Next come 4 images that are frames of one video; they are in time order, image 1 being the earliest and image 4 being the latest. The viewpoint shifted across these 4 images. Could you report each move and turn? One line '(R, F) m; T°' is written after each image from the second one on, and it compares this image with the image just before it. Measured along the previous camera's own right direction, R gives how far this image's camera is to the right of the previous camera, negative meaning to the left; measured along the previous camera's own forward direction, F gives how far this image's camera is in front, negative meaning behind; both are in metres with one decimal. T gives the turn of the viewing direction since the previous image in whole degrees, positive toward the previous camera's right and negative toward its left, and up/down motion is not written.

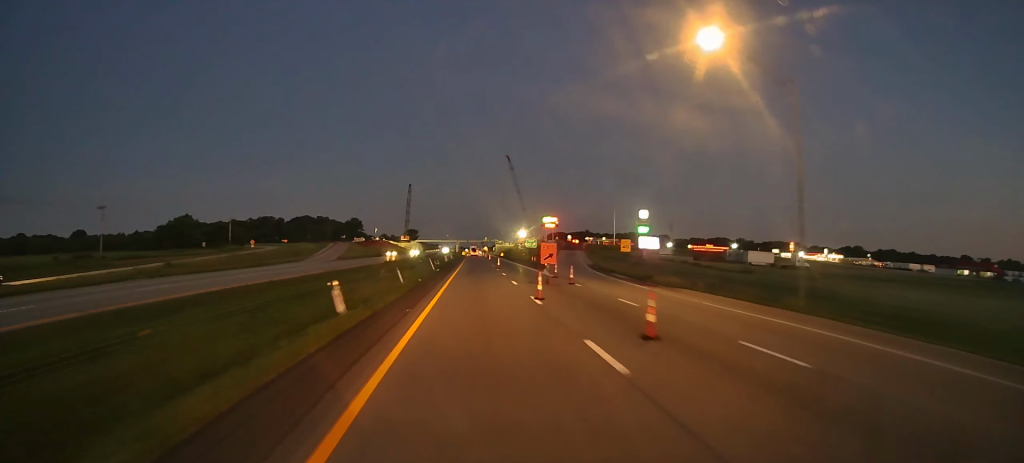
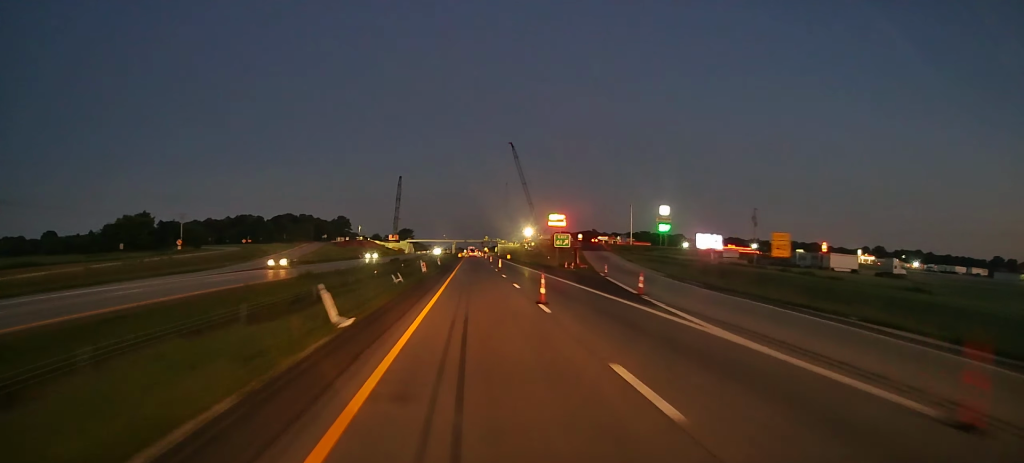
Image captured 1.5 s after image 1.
(+0.4, +39.1) m; +1°
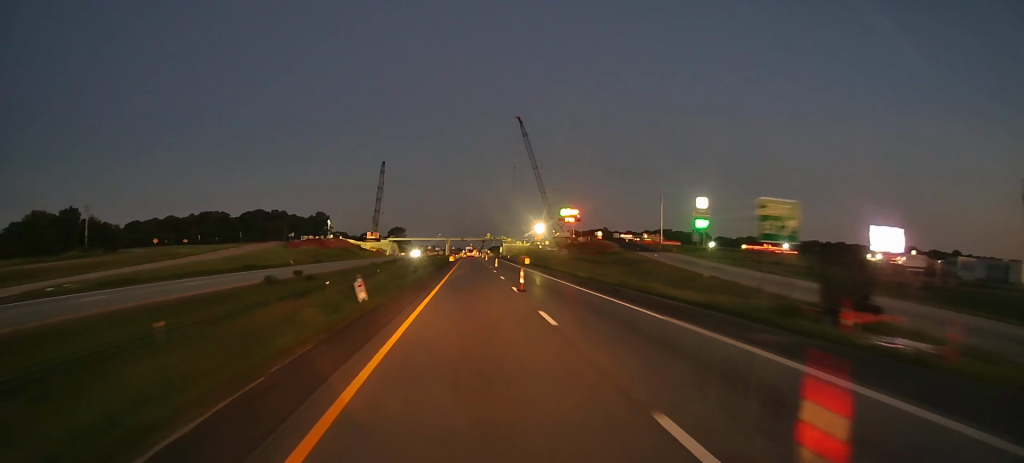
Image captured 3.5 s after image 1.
(-0.5, +50.8) m; 0°
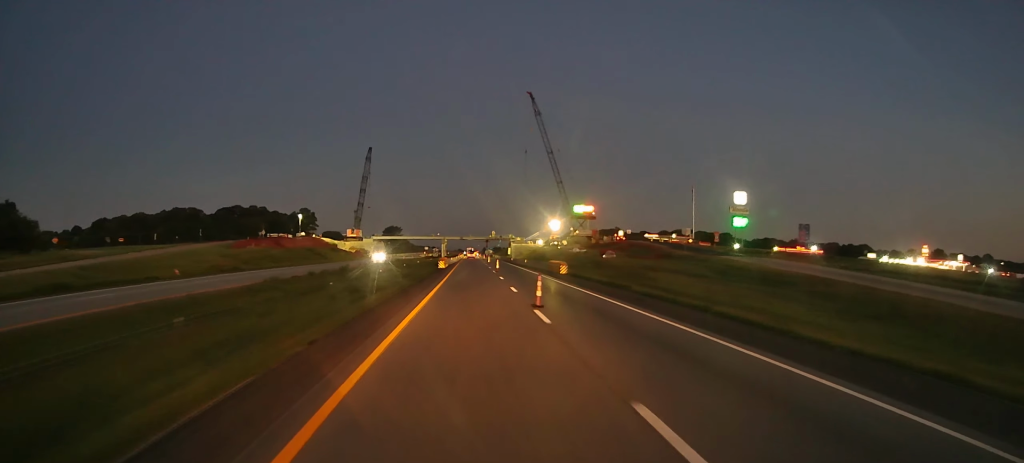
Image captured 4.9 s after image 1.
(+0.4, +35.2) m; 0°
